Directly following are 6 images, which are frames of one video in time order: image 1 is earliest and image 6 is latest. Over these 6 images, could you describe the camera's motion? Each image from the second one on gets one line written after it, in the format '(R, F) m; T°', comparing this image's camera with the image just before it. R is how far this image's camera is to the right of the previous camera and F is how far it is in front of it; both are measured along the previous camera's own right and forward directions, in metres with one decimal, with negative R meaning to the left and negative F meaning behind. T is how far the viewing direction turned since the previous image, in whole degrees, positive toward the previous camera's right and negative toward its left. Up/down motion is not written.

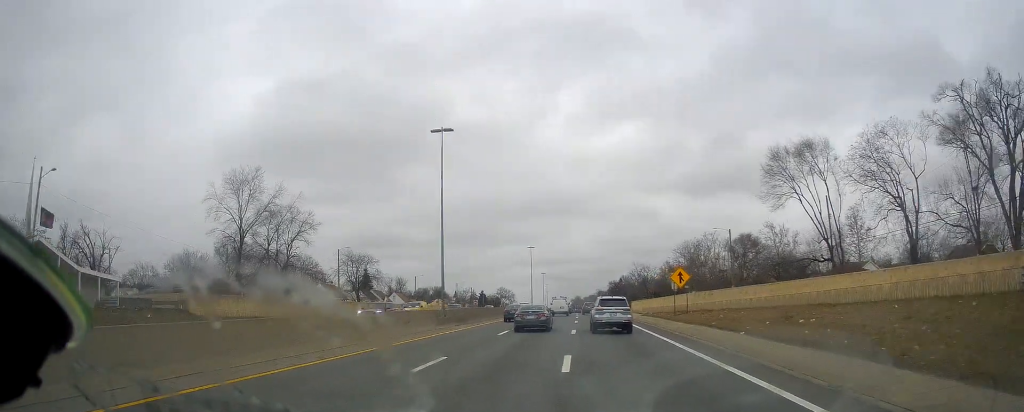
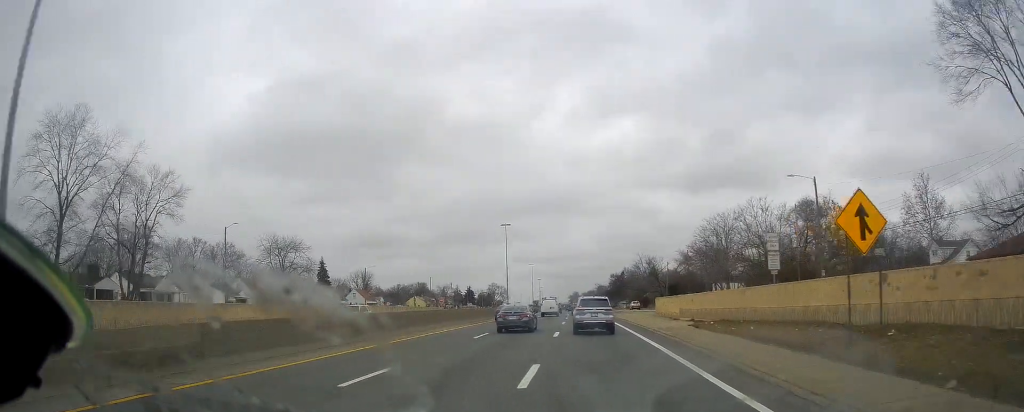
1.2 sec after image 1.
(+0.6, +32.4) m; +2°
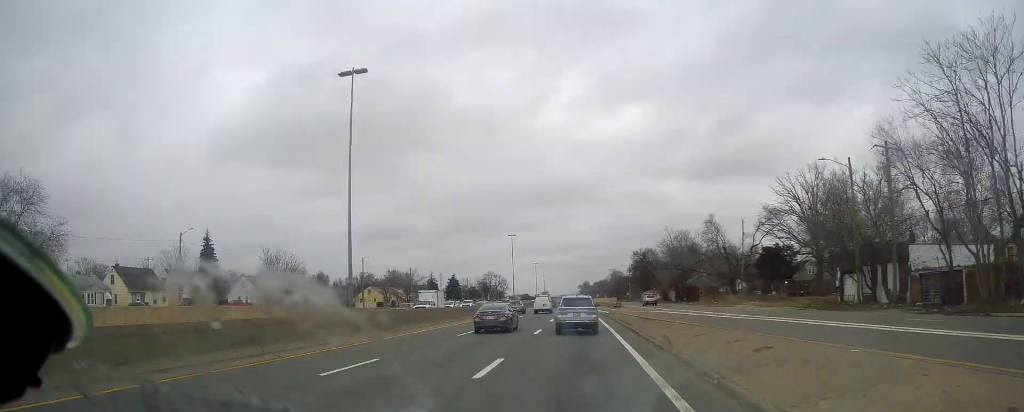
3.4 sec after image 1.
(-0.1, +59.5) m; -2°
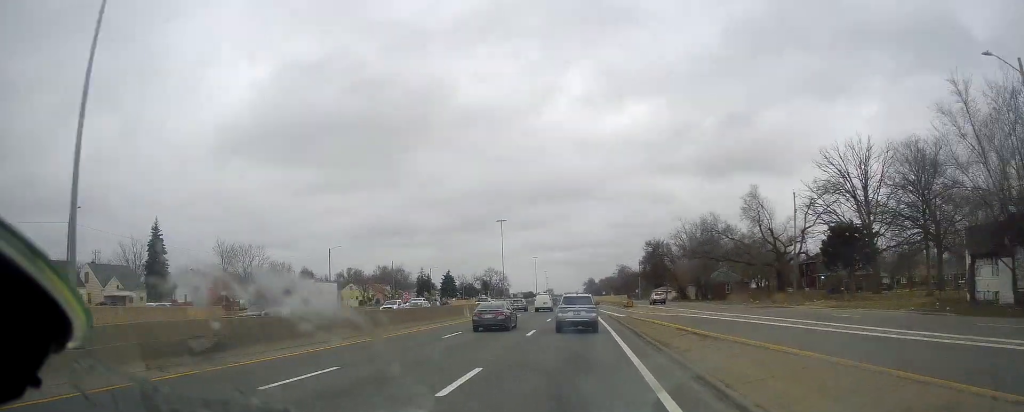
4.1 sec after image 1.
(-0.2, +17.9) m; -1°
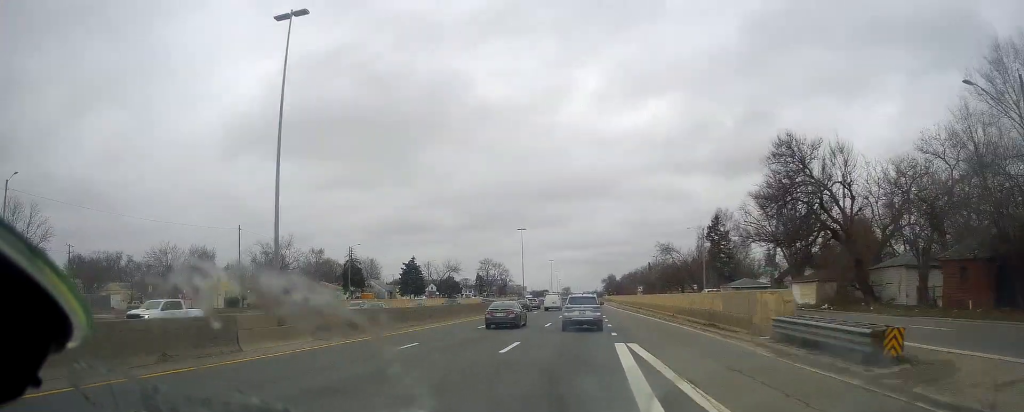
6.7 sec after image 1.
(-0.7, +69.0) m; -1°
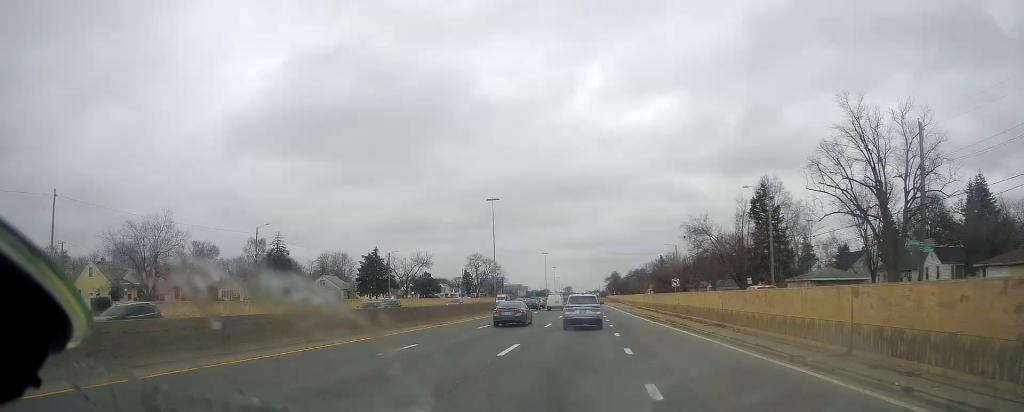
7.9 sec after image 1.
(-0.4, +31.3) m; 0°
